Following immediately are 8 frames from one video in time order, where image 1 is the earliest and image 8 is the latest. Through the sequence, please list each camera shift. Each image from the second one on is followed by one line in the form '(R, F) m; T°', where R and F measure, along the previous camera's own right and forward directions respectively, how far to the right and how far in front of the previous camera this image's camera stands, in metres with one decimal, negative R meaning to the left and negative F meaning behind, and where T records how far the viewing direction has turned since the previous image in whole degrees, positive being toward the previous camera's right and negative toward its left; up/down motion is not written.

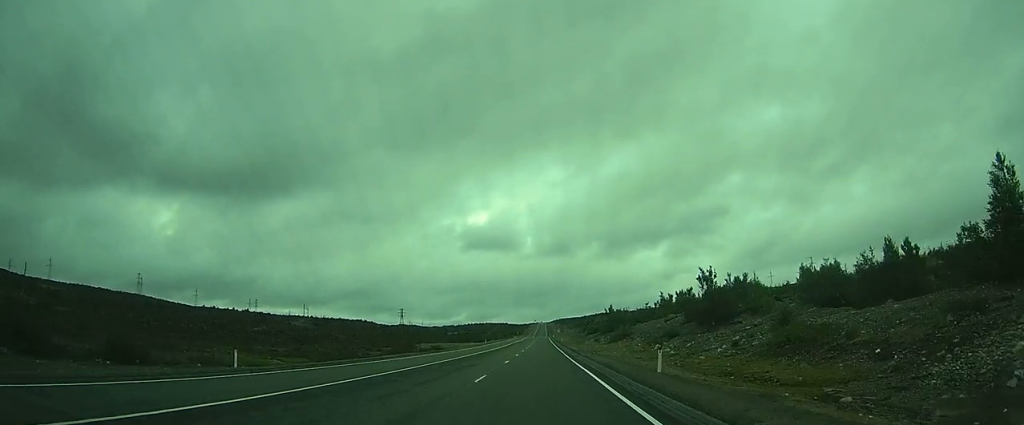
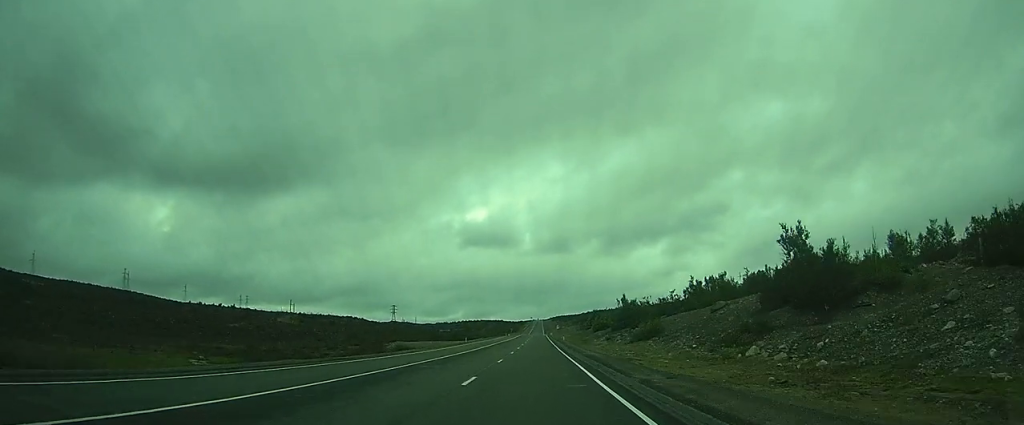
(-0.2, +25.6) m; -1°
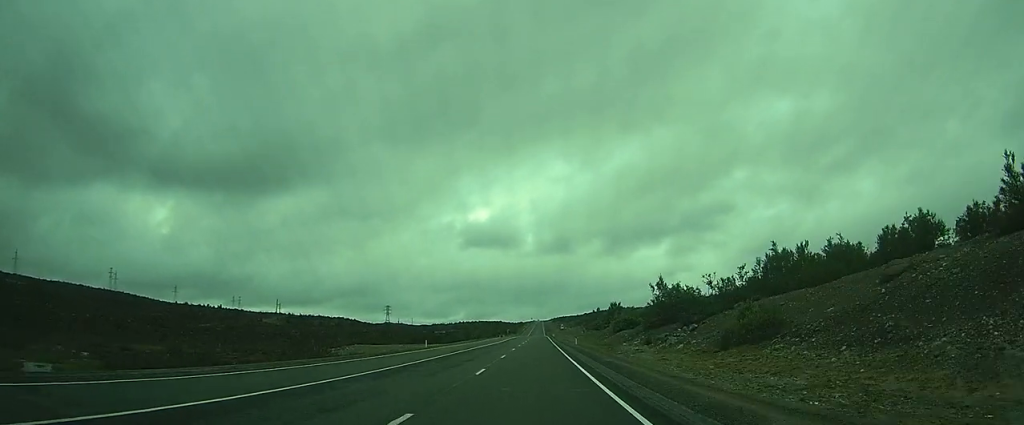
(-0.1, +32.4) m; 0°
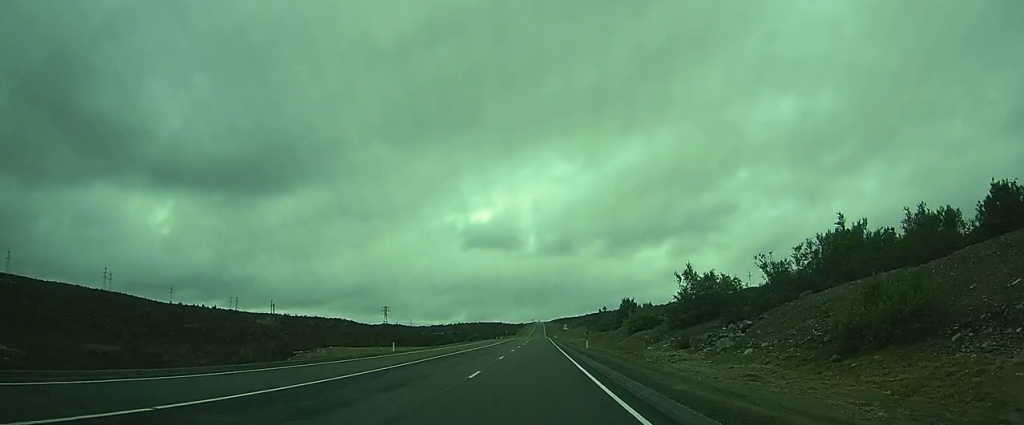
(+0.1, +13.8) m; 0°
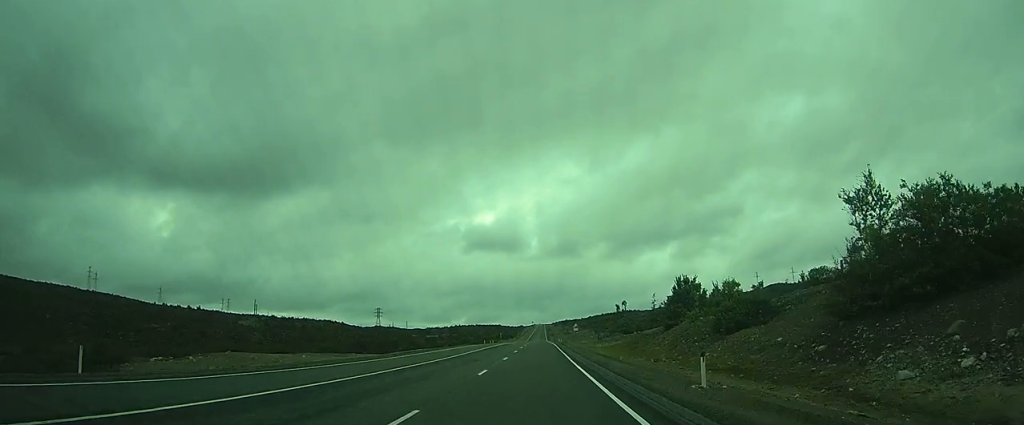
(0.0, +34.0) m; 0°
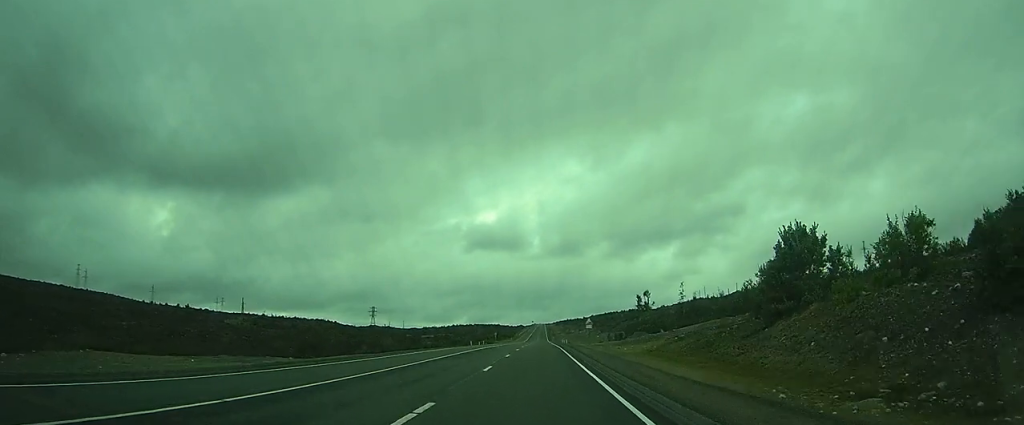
(0.0, +23.1) m; 0°
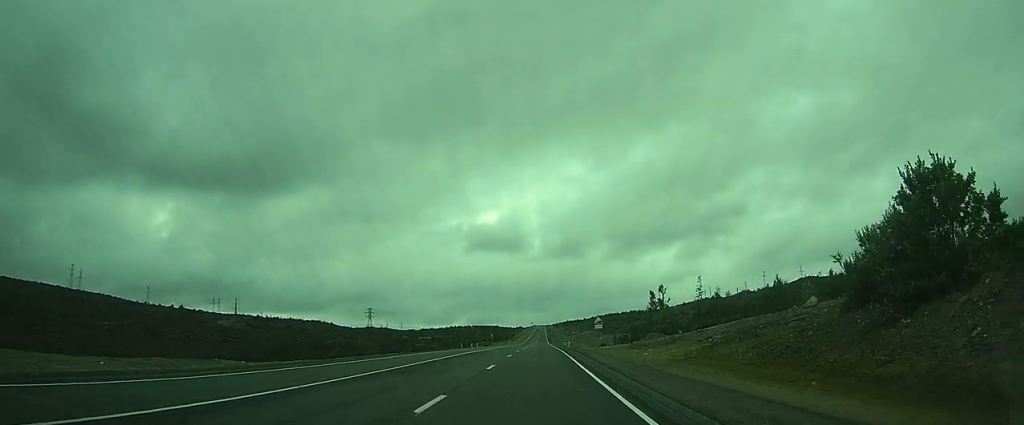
(0.0, +10.8) m; 0°
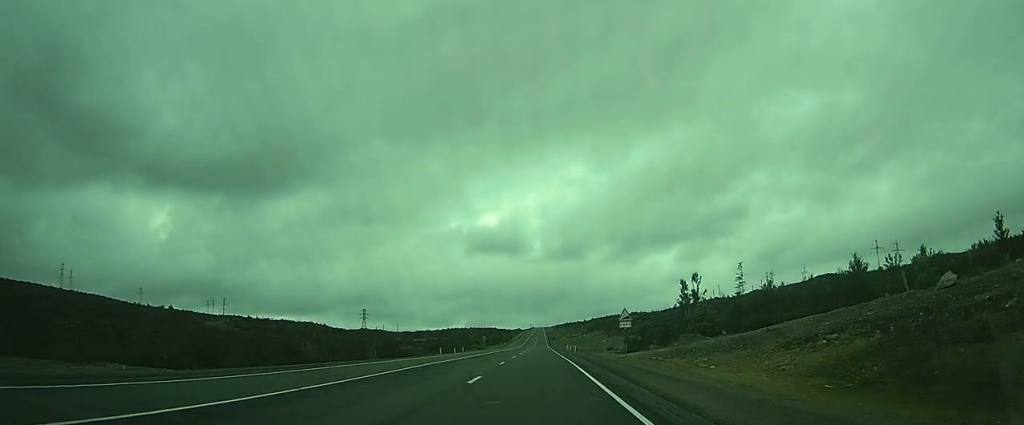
(+0.1, +17.4) m; 0°
